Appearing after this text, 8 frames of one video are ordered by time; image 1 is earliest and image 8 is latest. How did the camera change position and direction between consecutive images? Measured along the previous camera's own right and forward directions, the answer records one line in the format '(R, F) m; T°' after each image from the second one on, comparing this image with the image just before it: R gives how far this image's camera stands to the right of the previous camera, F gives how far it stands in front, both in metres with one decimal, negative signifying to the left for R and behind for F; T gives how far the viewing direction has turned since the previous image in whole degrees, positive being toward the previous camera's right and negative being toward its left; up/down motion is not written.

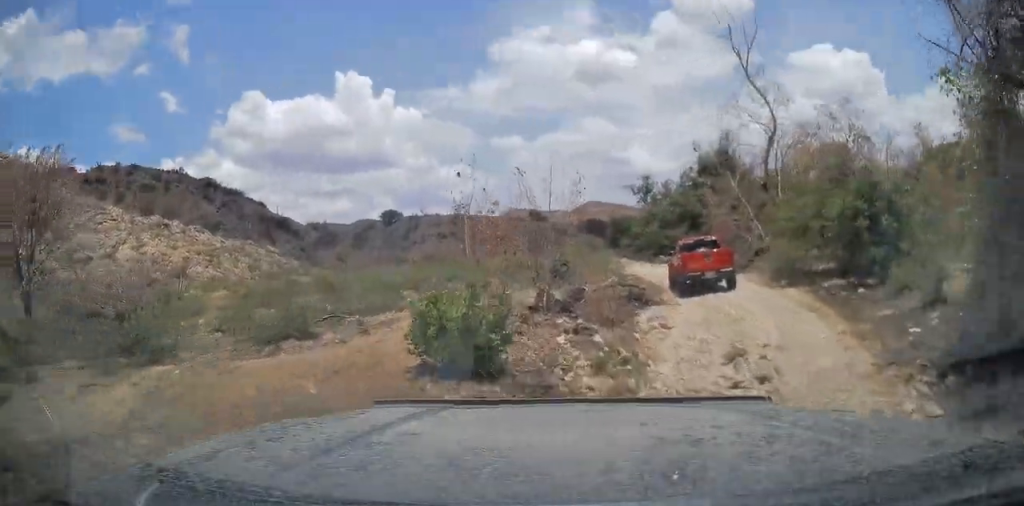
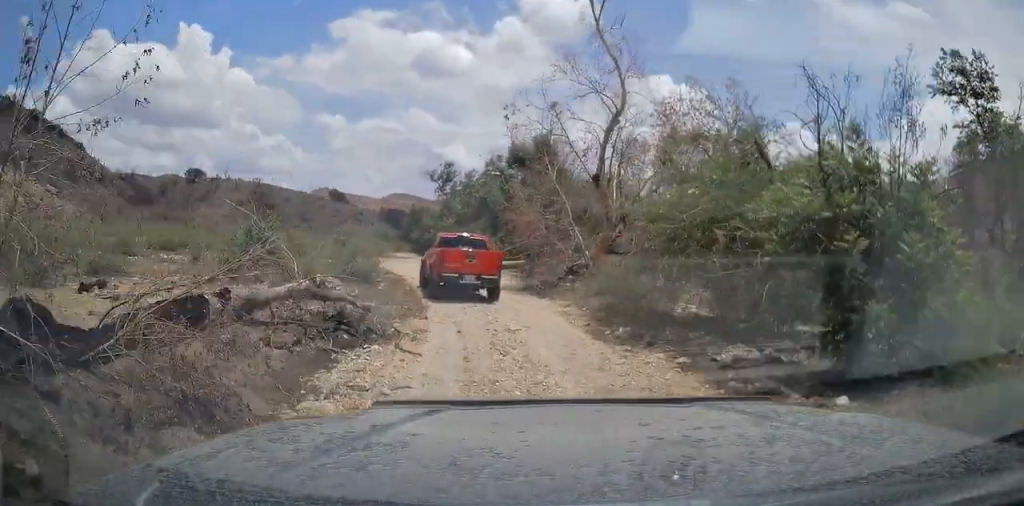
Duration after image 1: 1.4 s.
(+1.1, +7.1) m; +14°
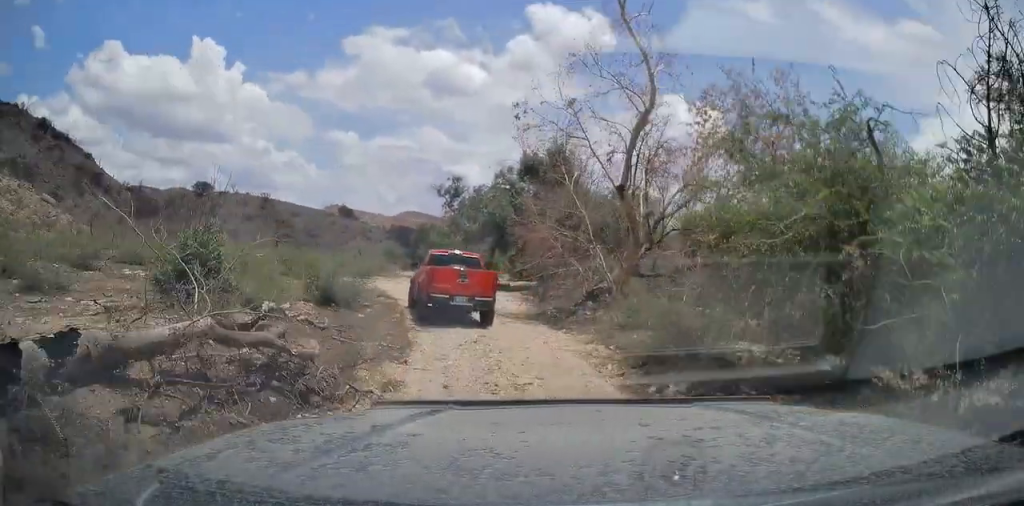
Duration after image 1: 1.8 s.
(+0.1, +3.0) m; +1°
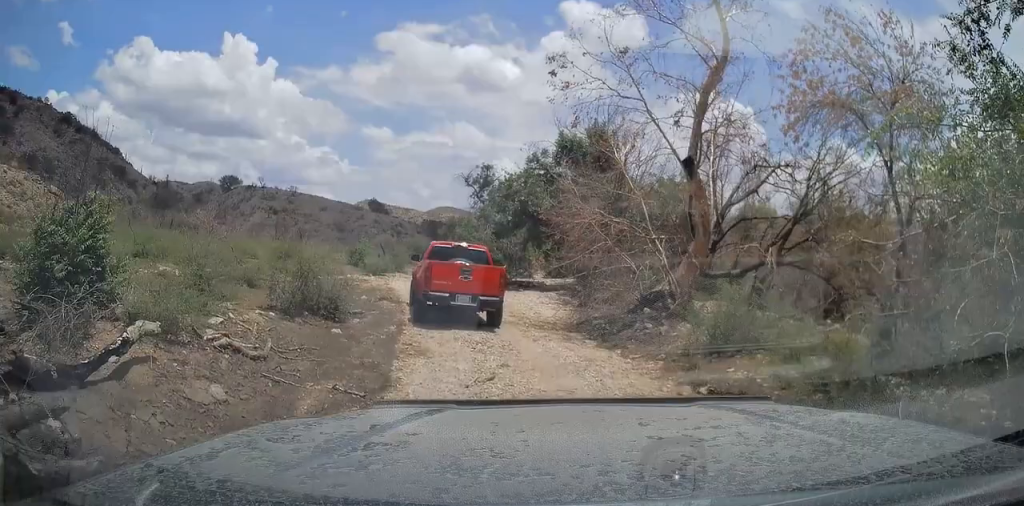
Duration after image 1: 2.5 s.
(+0.2, +4.6) m; 0°
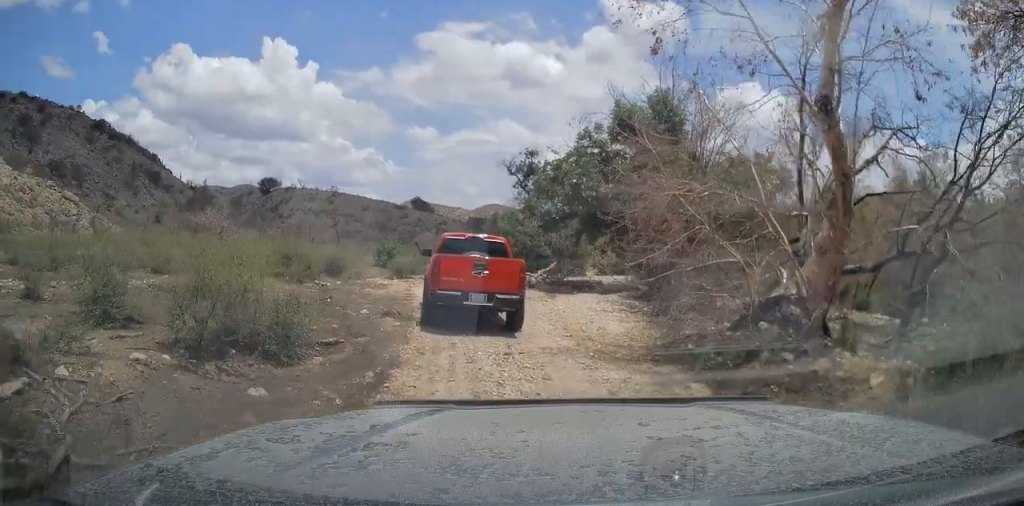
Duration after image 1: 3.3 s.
(-0.3, +5.6) m; -1°
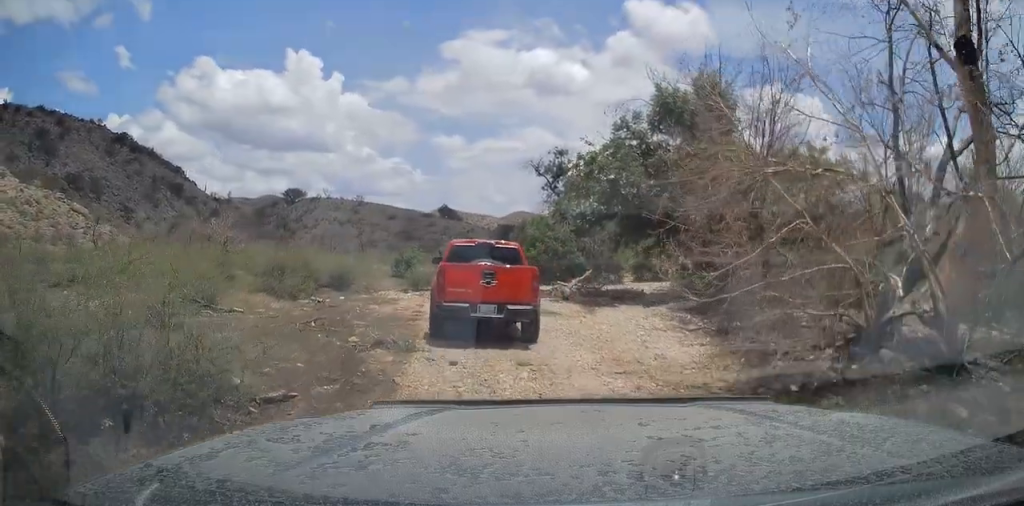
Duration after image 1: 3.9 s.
(0.0, +3.5) m; -2°
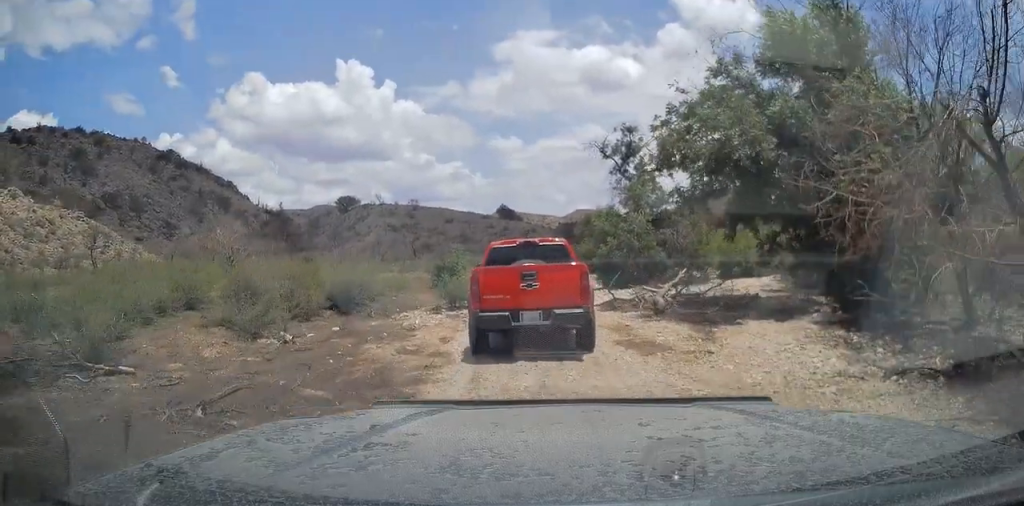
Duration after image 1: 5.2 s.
(-0.3, +6.9) m; -6°
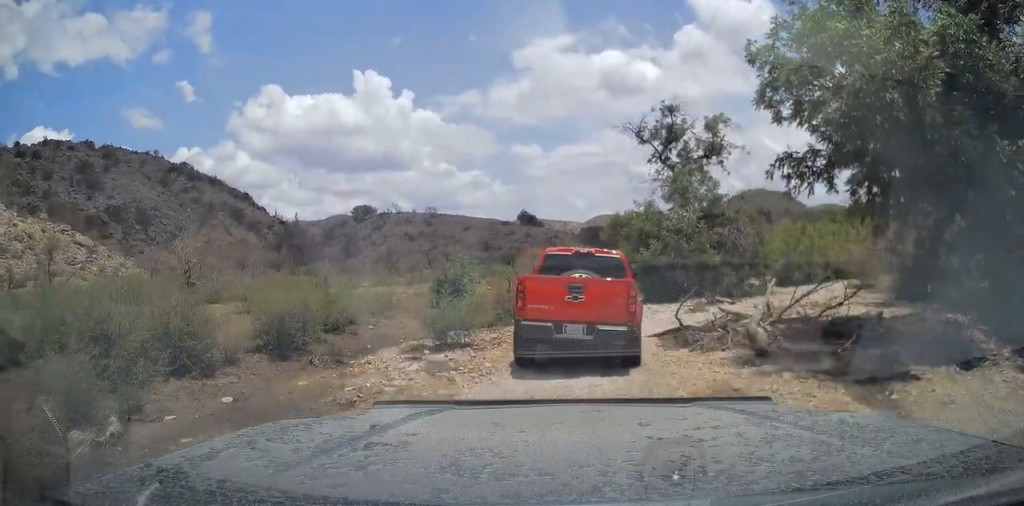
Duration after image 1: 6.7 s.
(-0.3, +6.8) m; -2°
